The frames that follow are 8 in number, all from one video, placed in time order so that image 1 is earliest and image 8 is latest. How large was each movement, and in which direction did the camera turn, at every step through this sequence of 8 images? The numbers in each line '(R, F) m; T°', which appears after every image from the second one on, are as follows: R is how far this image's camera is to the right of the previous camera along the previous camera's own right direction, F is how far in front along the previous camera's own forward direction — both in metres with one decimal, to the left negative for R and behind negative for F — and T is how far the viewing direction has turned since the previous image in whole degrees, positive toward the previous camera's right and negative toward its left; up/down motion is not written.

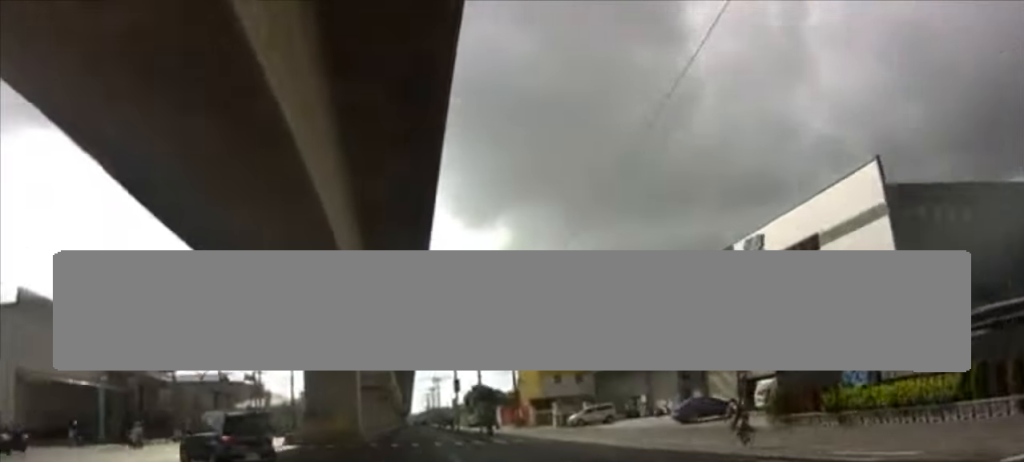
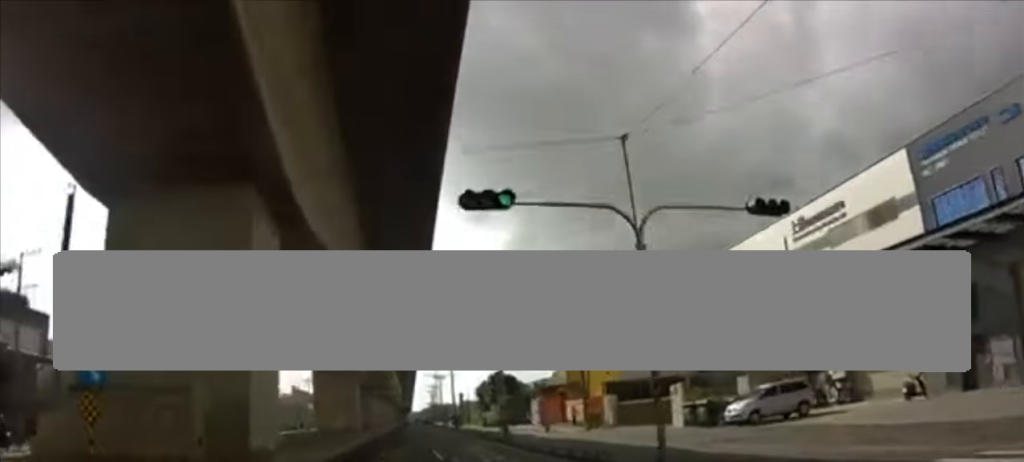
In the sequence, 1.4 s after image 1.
(0.0, +31.1) m; +1°
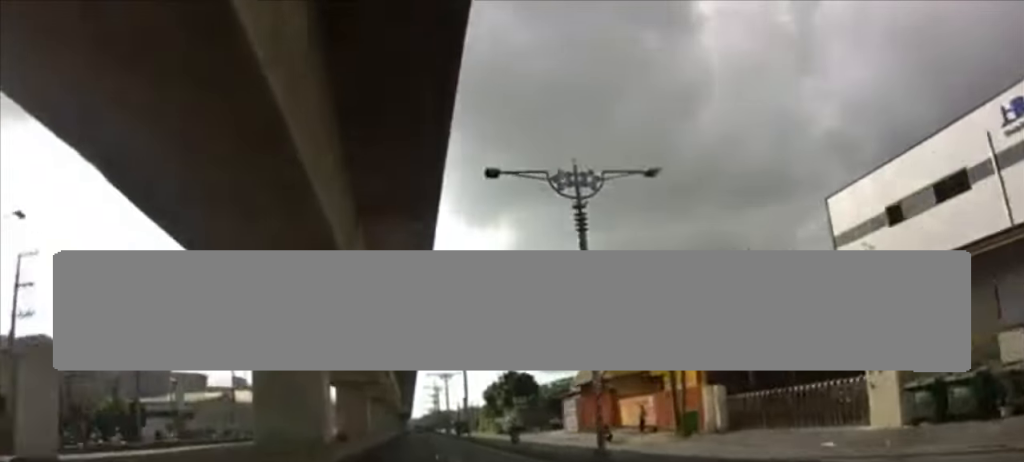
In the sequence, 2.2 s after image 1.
(+0.1, +17.3) m; +1°
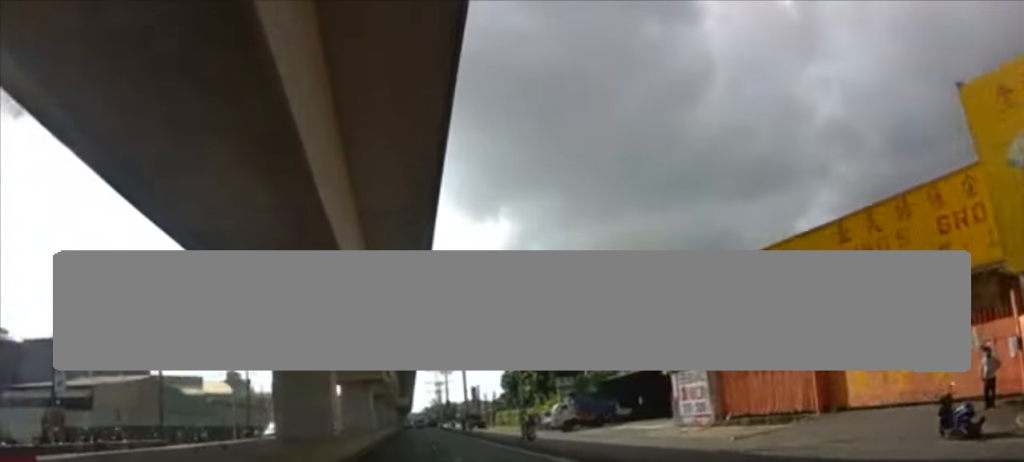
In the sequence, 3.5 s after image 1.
(+0.6, +27.1) m; +1°
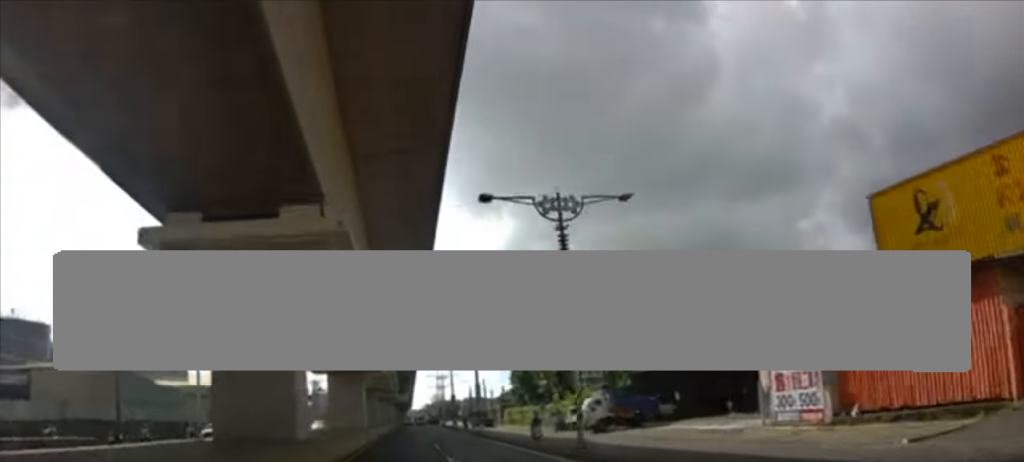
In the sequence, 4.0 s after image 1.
(0.0, +10.0) m; 0°
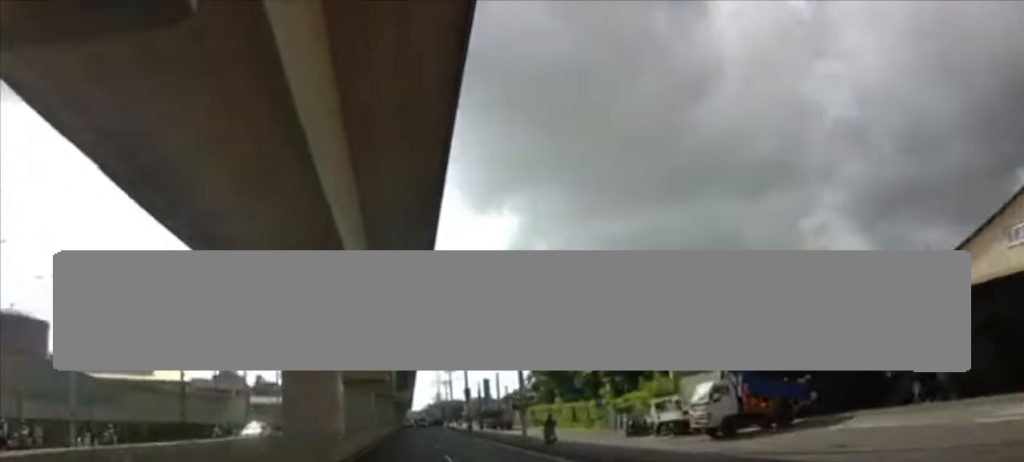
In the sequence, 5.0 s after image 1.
(-0.4, +19.2) m; -1°
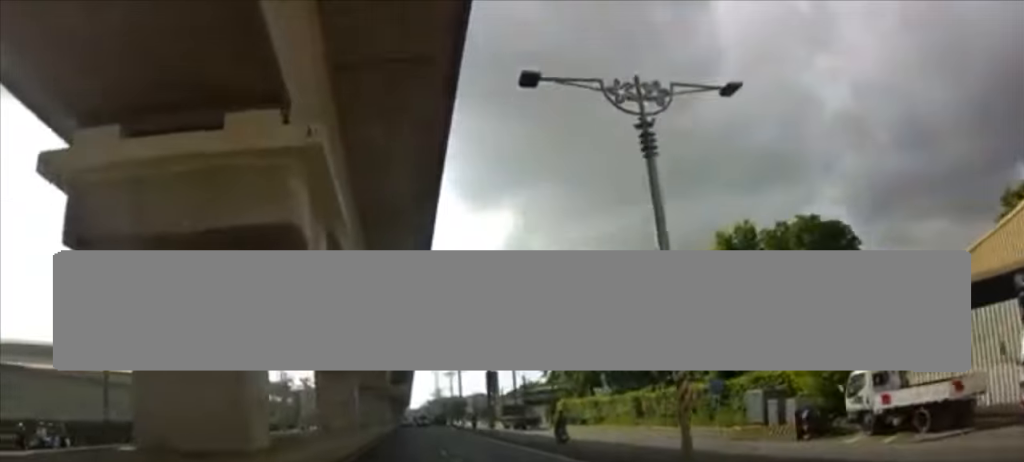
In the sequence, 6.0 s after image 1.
(0.0, +19.1) m; 0°
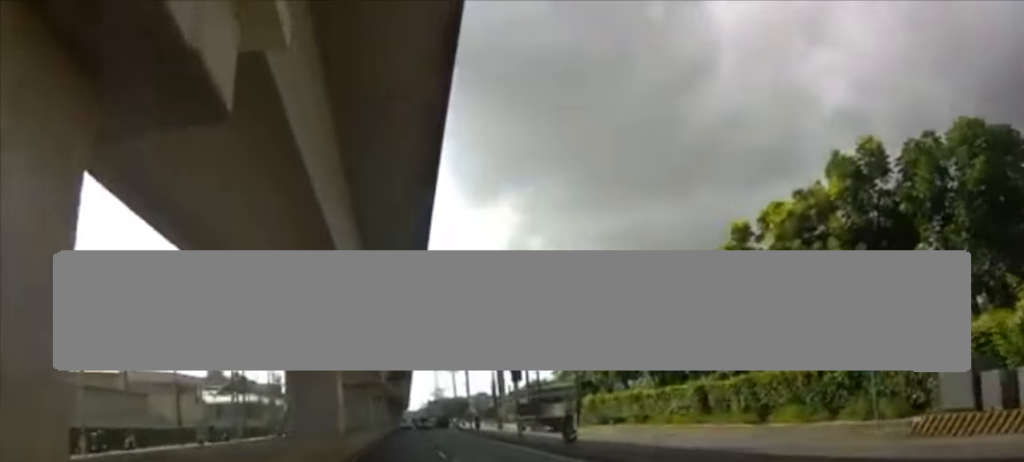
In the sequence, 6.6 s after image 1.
(+0.1, +11.0) m; 0°
